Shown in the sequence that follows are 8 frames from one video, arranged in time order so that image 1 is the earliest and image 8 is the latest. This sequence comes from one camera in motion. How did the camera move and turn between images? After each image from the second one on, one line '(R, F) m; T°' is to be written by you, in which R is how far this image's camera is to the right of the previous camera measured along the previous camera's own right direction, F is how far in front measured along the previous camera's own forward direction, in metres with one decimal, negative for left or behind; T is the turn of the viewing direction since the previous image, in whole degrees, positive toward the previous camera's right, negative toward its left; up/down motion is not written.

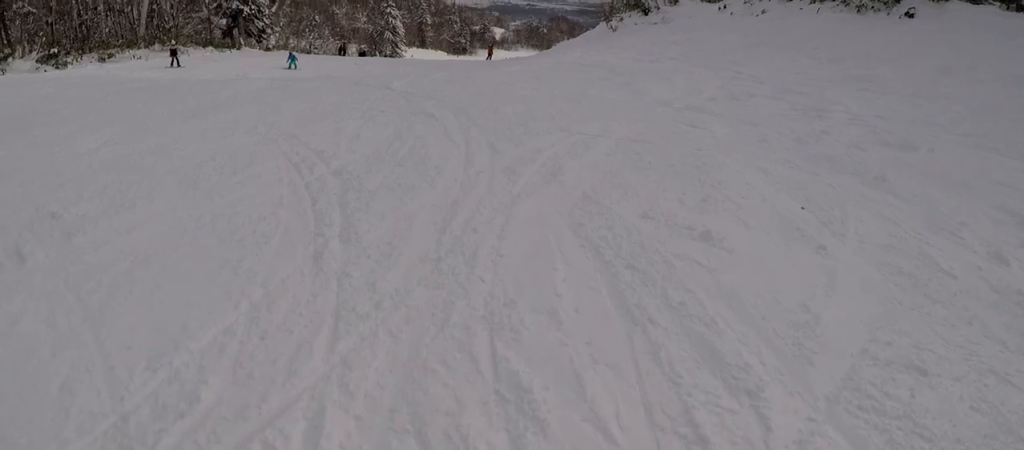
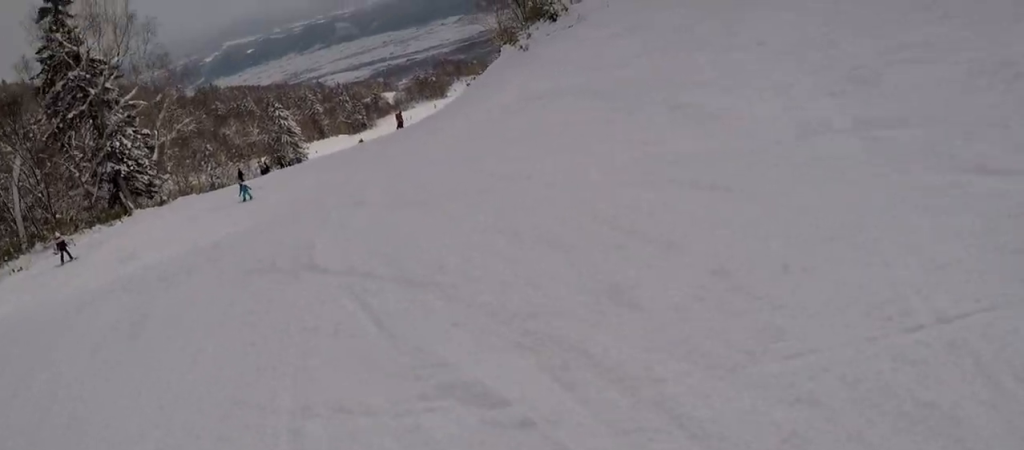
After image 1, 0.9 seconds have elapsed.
(+1.2, +5.5) m; +4°
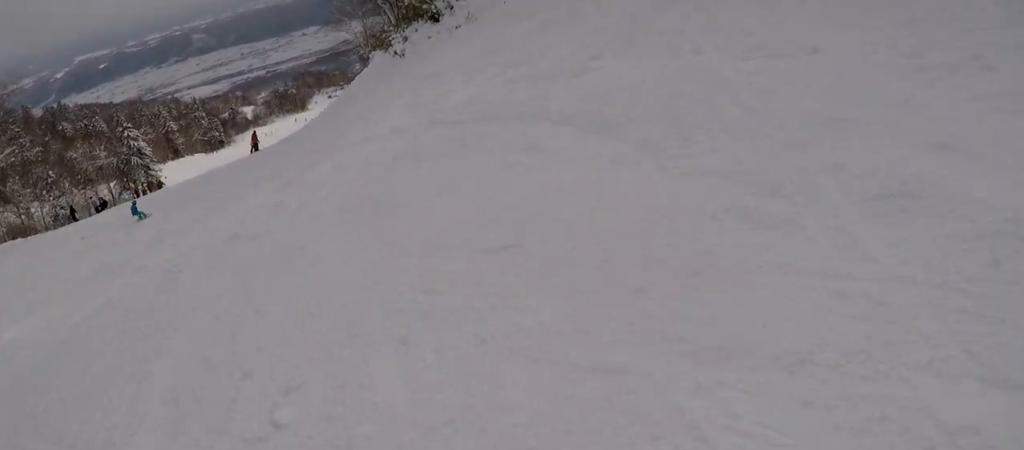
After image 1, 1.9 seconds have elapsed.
(-0.9, +5.0) m; +6°
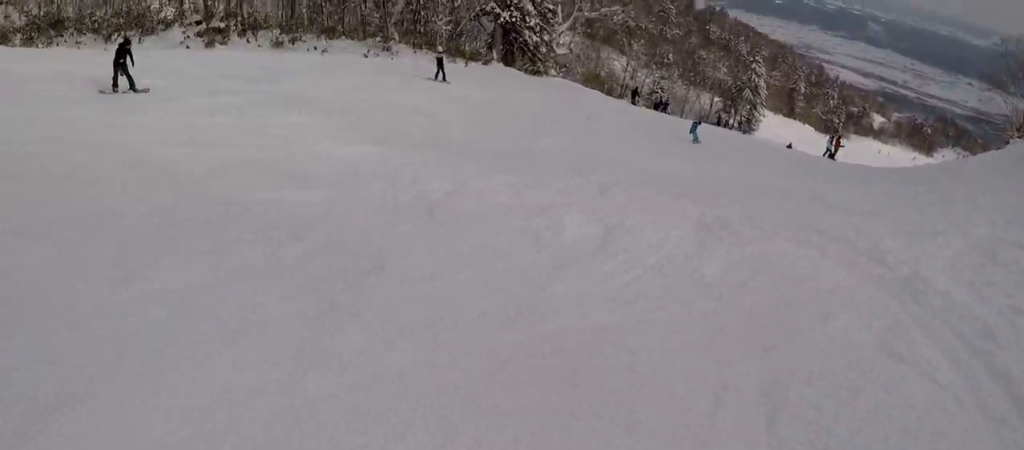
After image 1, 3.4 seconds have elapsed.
(-0.2, +5.0) m; -34°
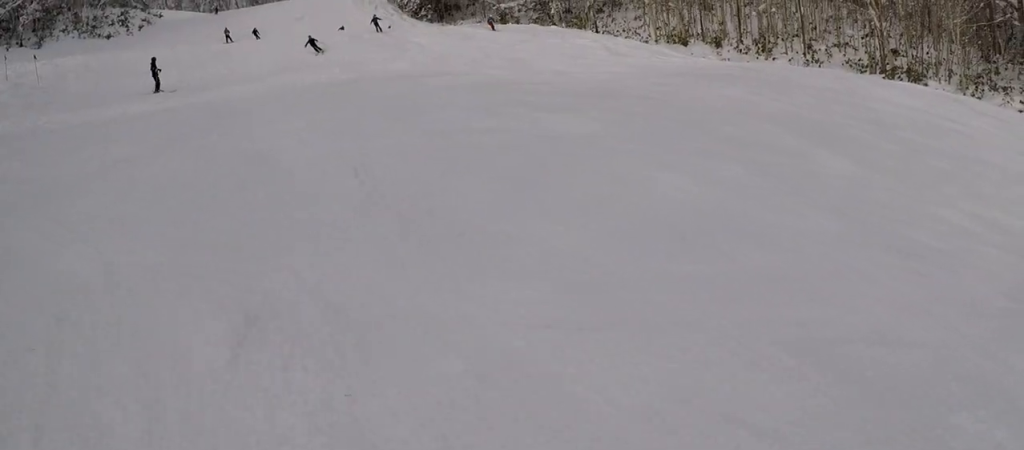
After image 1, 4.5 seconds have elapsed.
(-1.2, +4.3) m; -19°
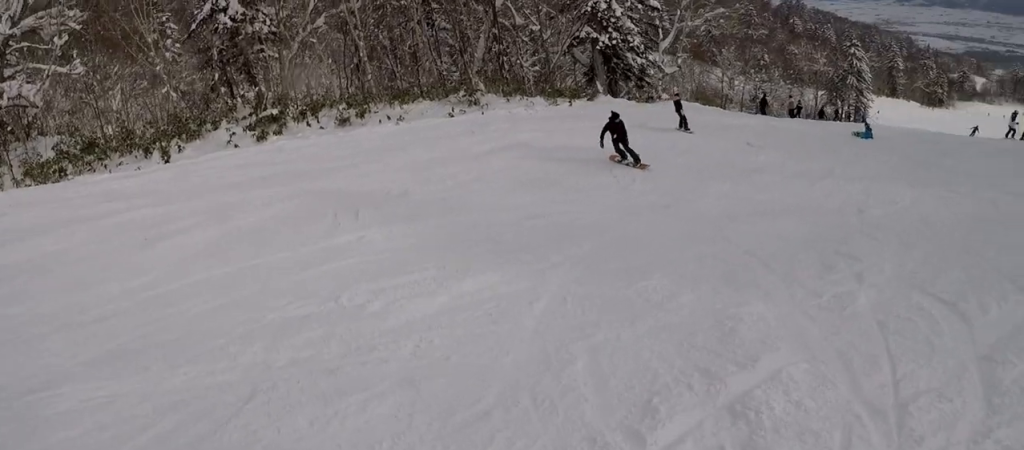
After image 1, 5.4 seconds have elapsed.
(-0.2, +2.9) m; +6°
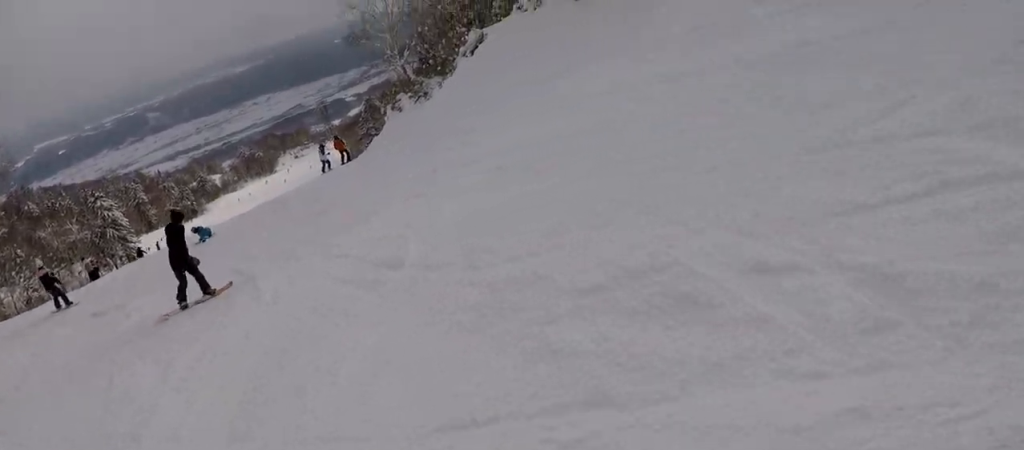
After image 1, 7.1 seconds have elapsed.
(+1.8, +4.2) m; +49°
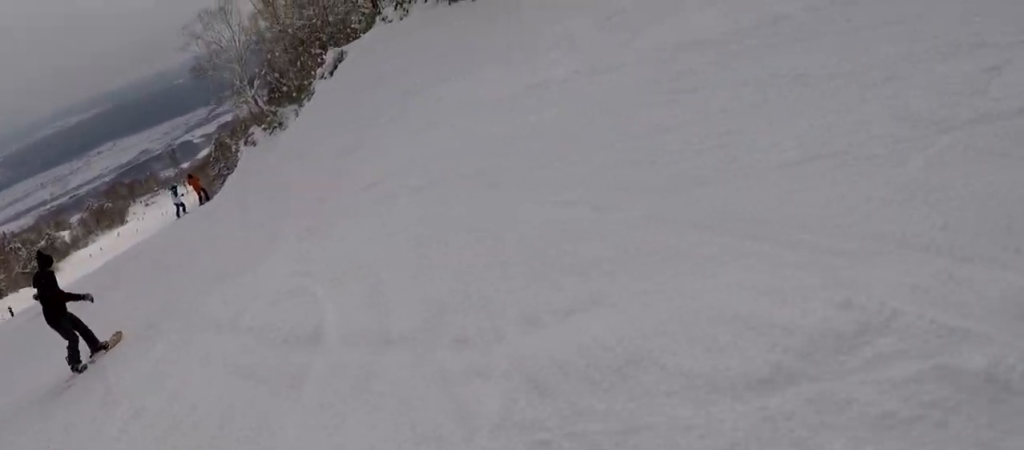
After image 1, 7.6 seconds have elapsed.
(+0.3, +1.6) m; -1°
